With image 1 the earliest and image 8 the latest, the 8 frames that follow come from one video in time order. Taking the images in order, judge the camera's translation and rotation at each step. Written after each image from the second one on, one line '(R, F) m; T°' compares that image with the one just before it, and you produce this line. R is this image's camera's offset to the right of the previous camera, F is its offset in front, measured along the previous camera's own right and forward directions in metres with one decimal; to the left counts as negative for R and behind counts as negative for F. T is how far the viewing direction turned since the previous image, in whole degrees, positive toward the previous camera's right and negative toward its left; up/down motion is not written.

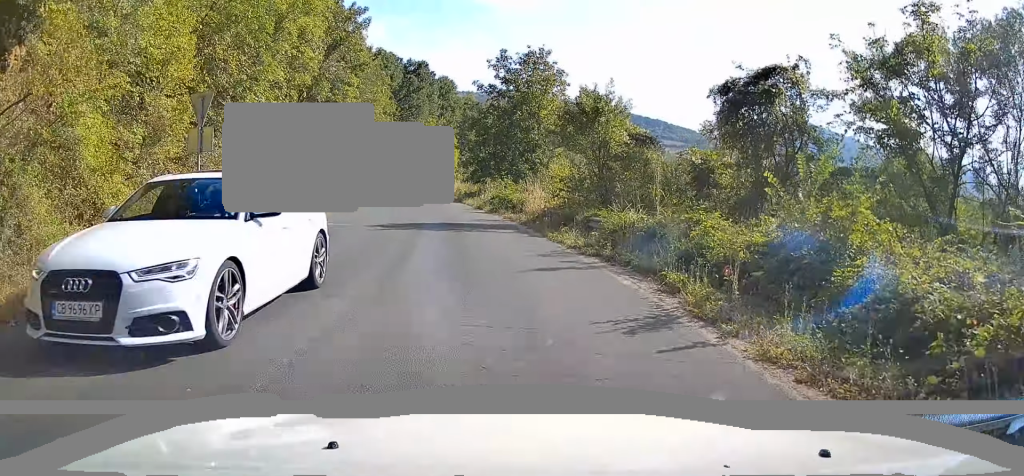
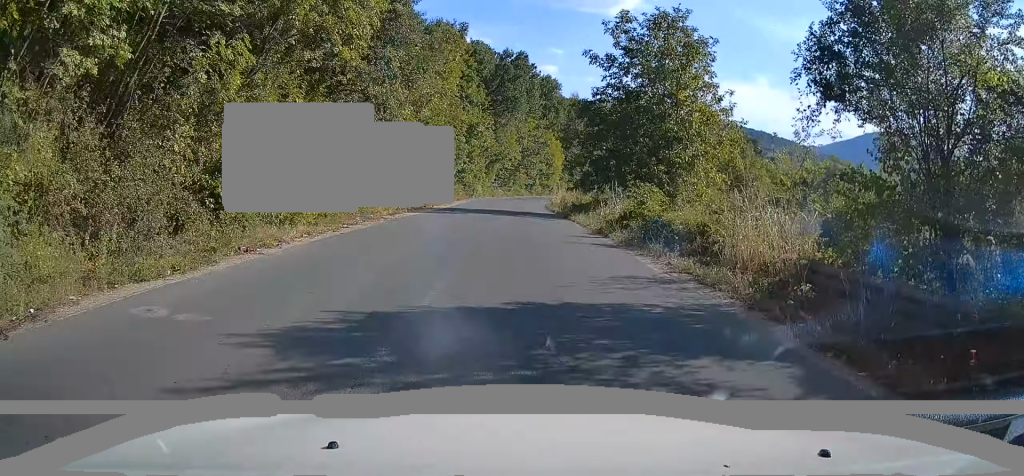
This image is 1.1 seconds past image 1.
(-1.4, +13.8) m; -9°
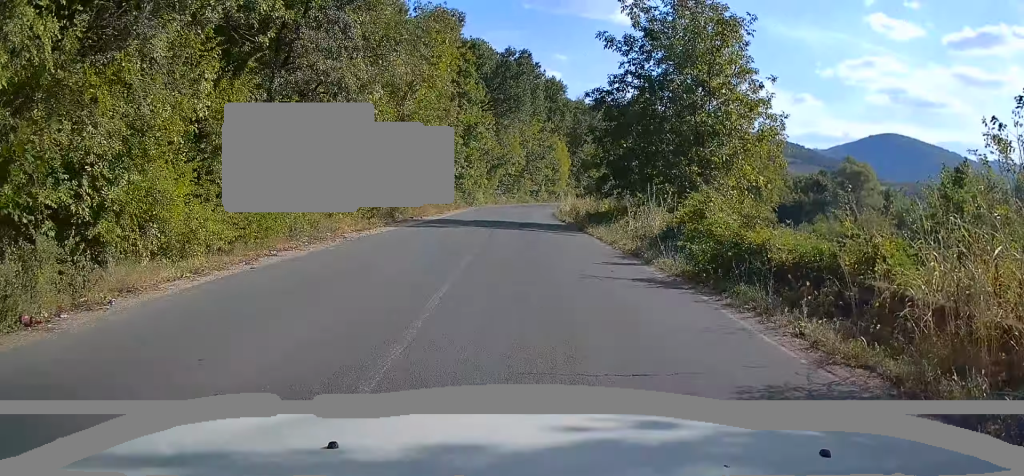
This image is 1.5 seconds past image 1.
(-0.2, +5.4) m; -2°
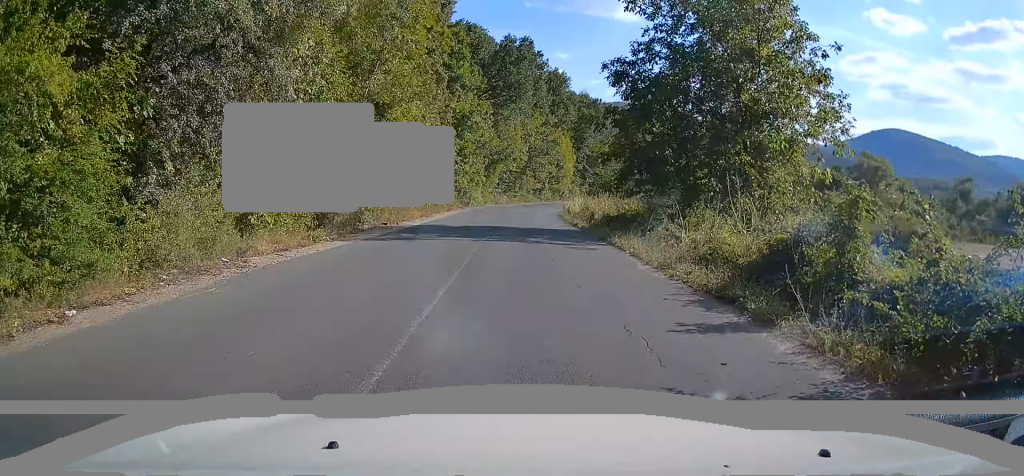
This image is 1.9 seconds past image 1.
(-0.1, +6.2) m; -1°
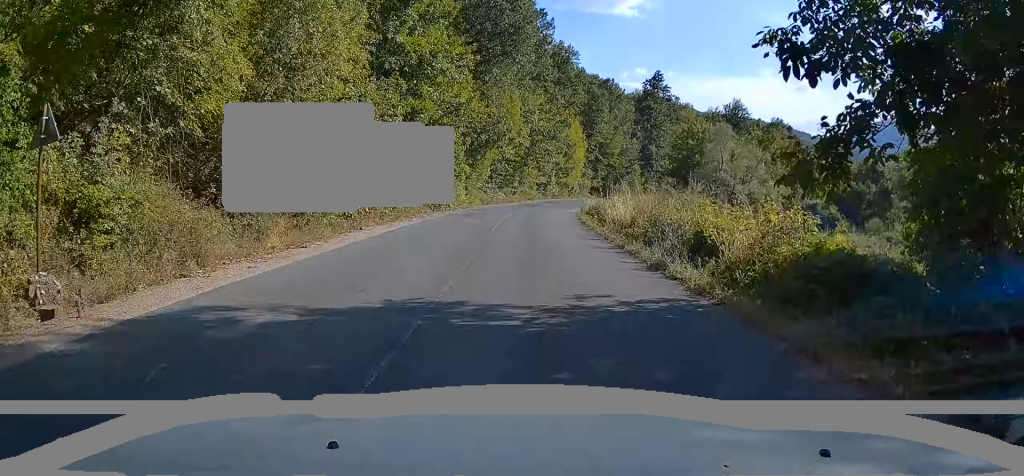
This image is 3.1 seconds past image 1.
(-0.2, +17.7) m; -1°
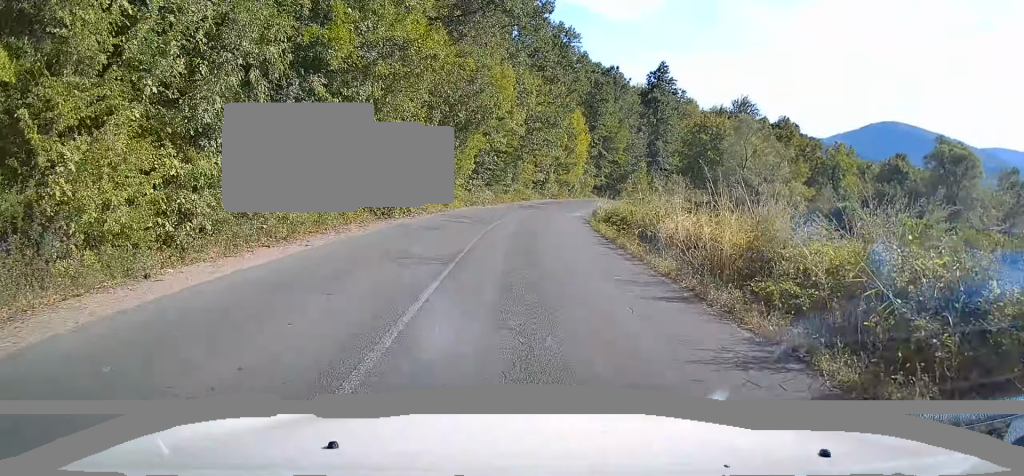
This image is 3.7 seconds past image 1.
(0.0, +10.7) m; 0°
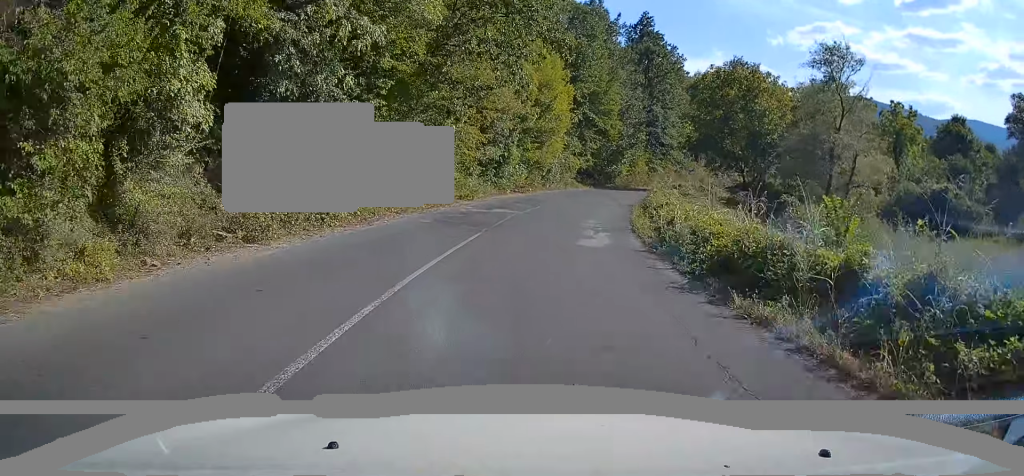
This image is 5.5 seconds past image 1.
(+0.3, +30.4) m; +3°
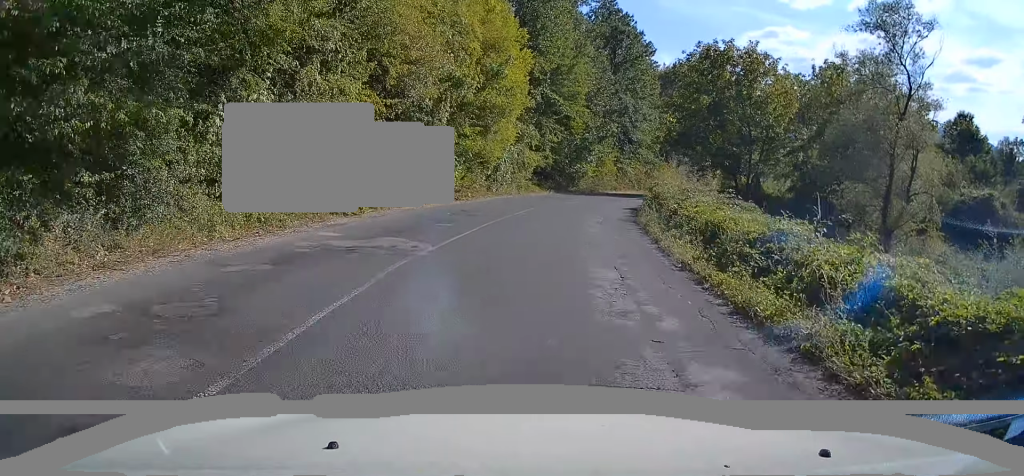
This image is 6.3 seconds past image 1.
(+0.5, +13.5) m; +4°
